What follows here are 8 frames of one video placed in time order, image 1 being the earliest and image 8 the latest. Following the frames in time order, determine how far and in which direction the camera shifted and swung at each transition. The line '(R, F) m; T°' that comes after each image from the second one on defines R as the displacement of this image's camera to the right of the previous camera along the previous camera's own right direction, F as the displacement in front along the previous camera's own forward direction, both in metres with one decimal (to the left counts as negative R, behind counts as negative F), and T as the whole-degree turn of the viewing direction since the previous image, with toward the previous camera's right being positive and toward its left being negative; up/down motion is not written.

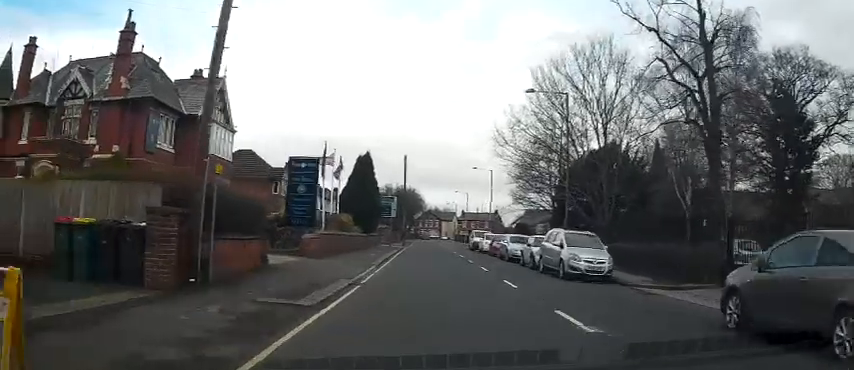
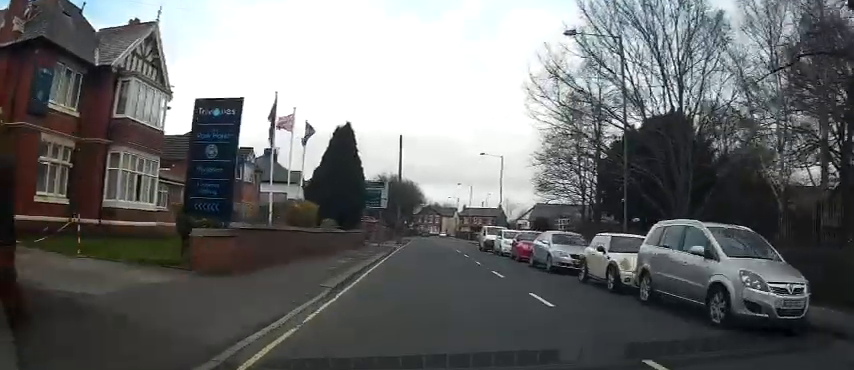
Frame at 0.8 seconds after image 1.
(+0.3, +9.3) m; +1°
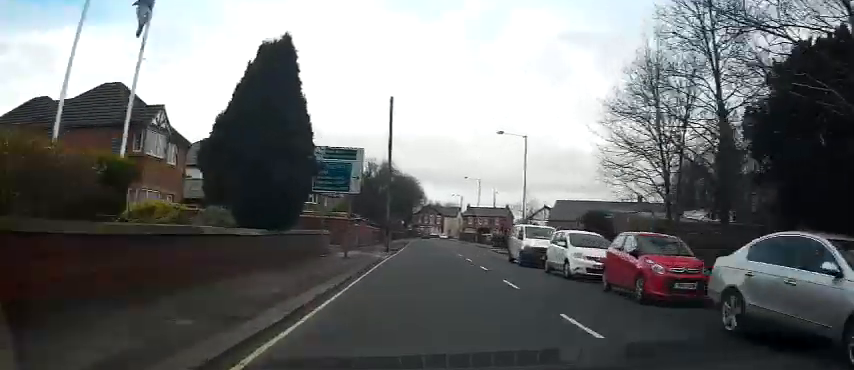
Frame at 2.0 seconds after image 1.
(0.0, +14.0) m; 0°
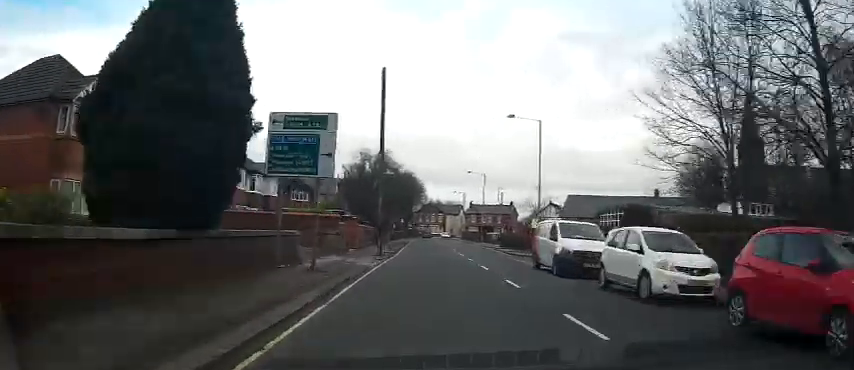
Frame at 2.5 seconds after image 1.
(0.0, +5.8) m; 0°
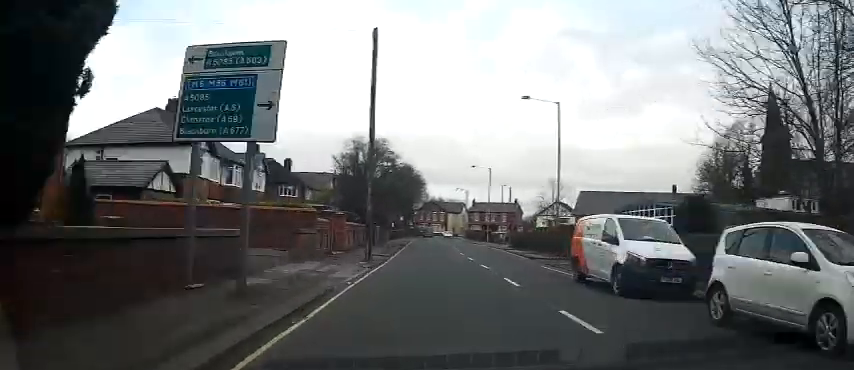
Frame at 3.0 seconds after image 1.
(0.0, +5.3) m; 0°
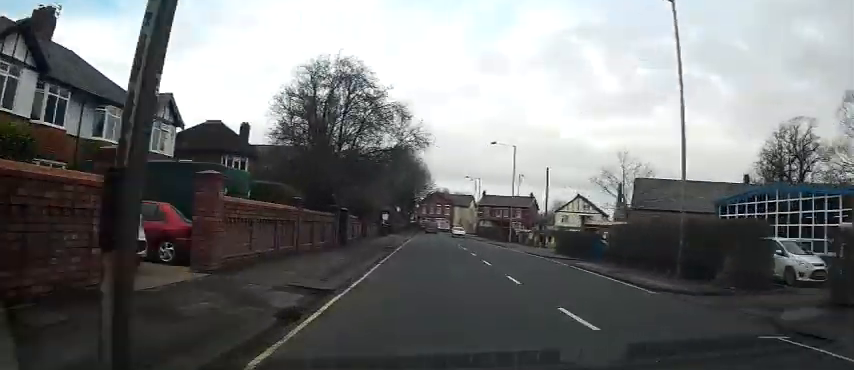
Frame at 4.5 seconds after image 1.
(-0.2, +16.7) m; -1°
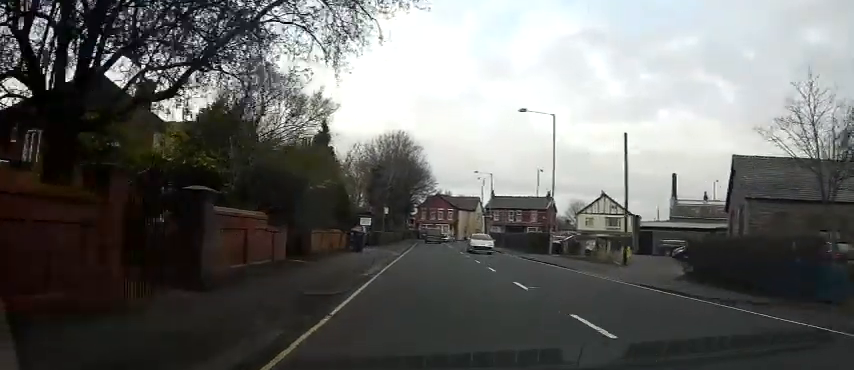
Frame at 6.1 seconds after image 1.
(+0.1, +17.6) m; +2°
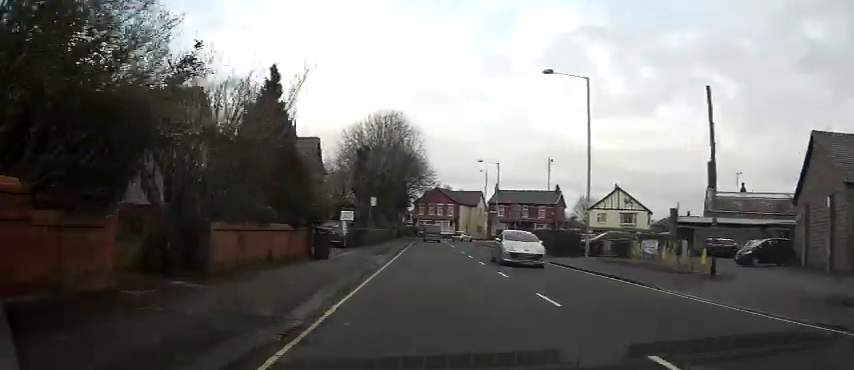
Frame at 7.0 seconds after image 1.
(+0.3, +8.7) m; +1°
